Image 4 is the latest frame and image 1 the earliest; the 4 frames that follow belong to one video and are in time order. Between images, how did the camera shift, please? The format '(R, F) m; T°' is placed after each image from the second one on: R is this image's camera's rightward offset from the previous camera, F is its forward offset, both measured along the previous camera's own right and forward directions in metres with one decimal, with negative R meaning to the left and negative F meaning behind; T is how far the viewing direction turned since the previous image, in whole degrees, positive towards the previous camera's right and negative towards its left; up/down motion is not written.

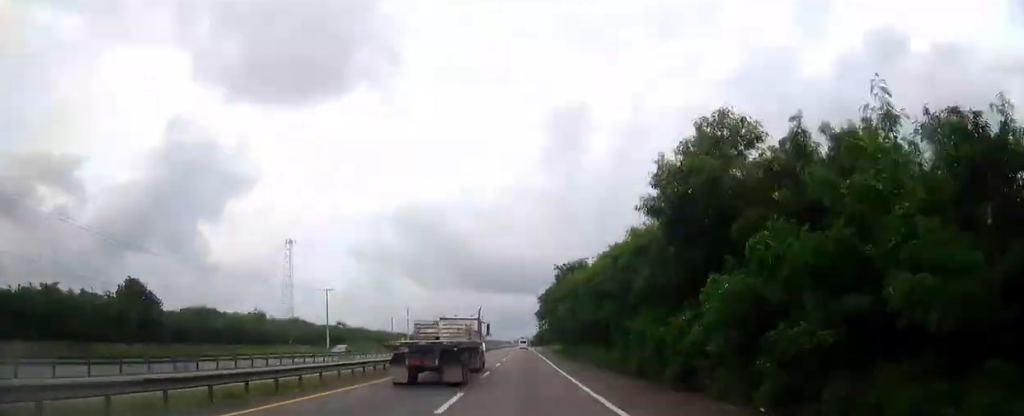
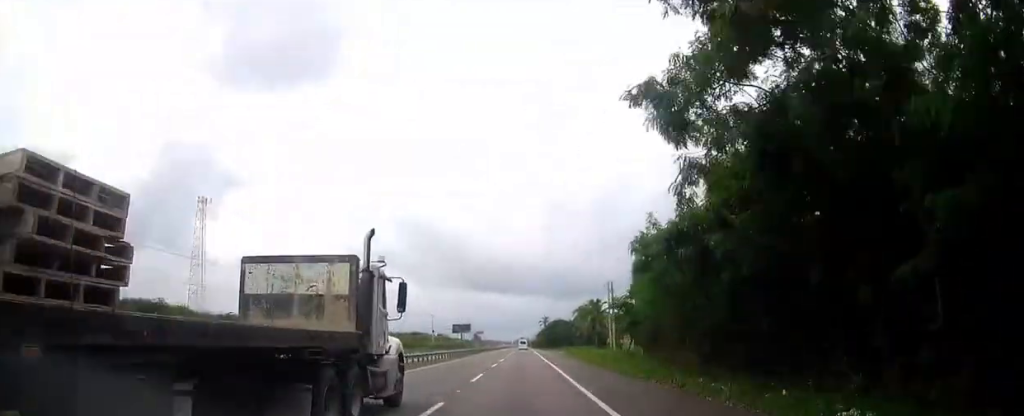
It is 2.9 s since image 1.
(+0.6, +83.9) m; 0°
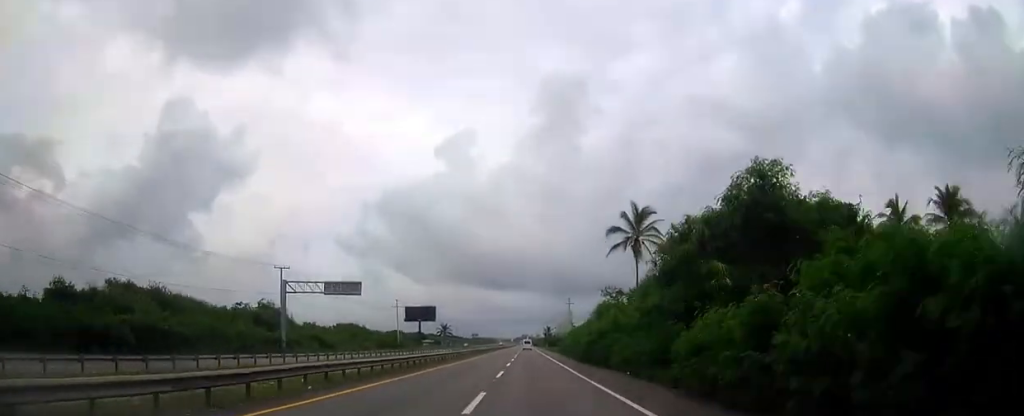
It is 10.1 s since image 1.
(-0.4, +209.0) m; 0°
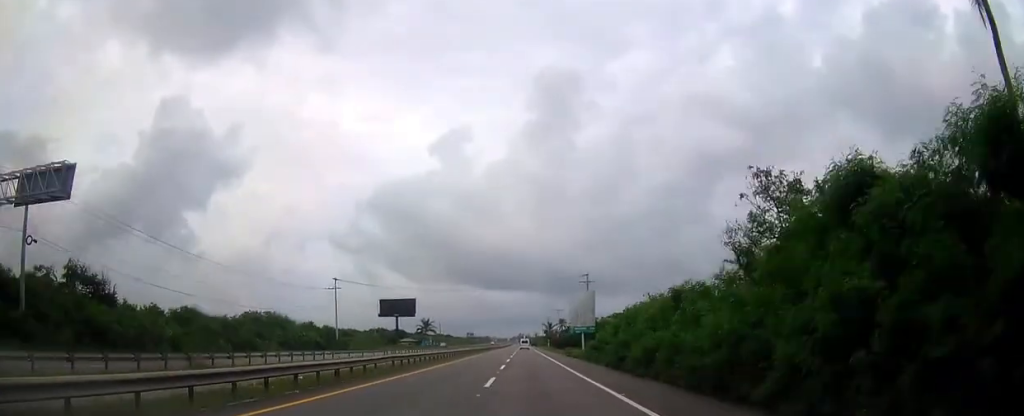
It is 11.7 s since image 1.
(+0.2, +47.0) m; 0°
